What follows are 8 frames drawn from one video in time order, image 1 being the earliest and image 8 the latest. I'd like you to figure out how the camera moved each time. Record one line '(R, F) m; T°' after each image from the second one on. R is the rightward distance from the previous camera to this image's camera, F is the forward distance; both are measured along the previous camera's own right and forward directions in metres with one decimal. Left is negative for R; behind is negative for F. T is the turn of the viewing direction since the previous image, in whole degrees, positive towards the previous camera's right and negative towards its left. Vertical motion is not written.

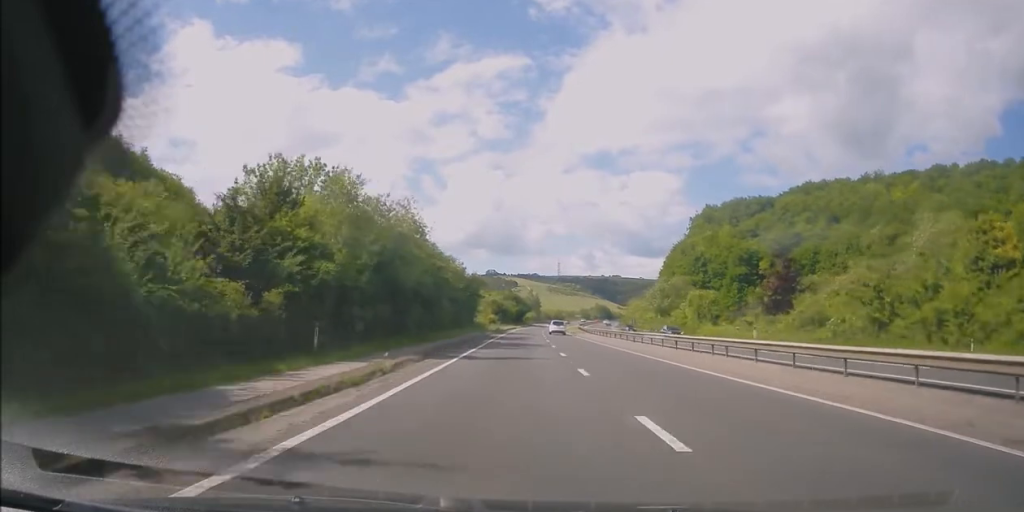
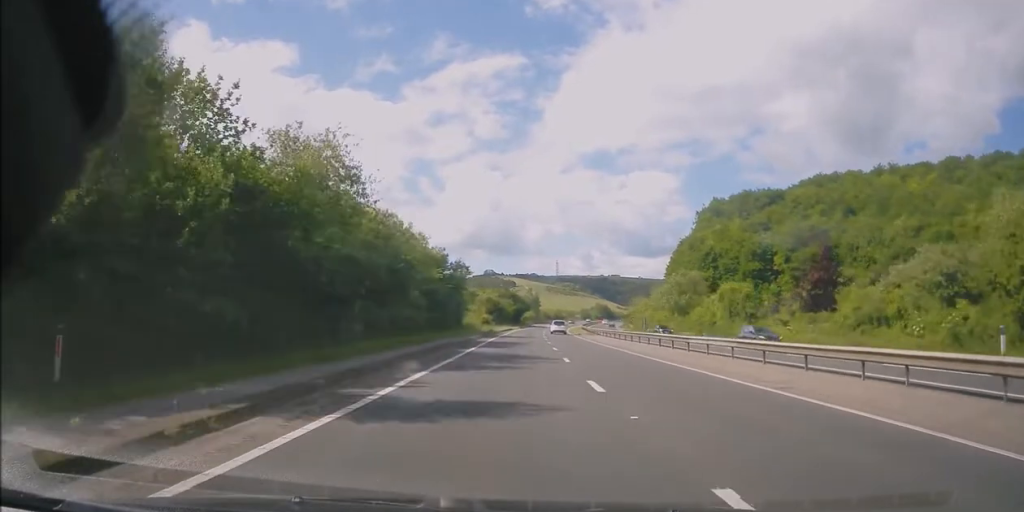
(+0.2, +12.6) m; 0°
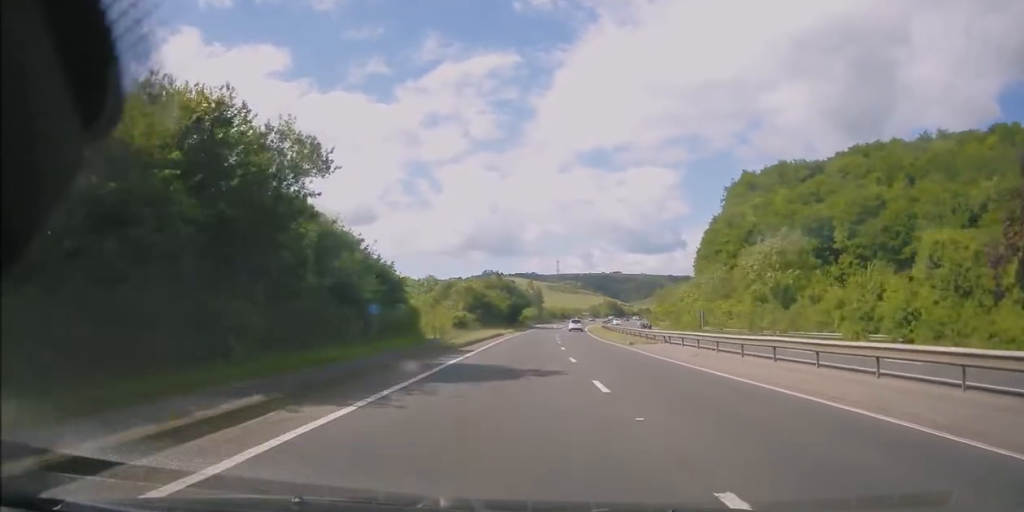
(-0.6, +35.8) m; -1°
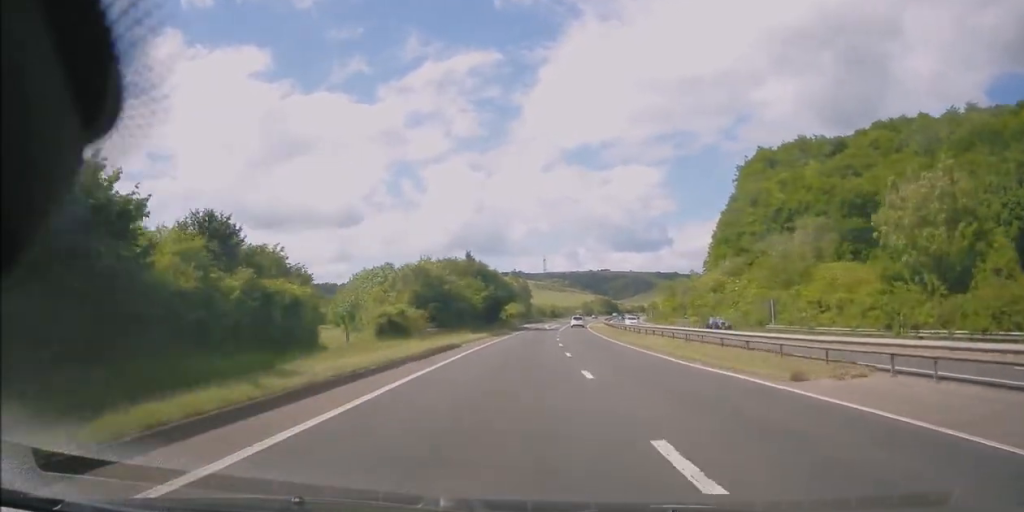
(+0.2, +25.0) m; +1°
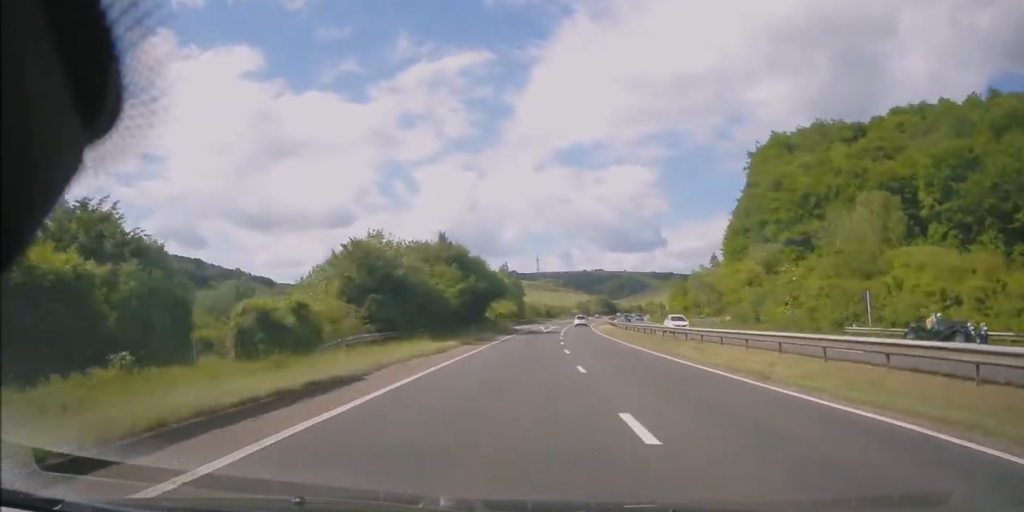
(+0.1, +15.8) m; +1°
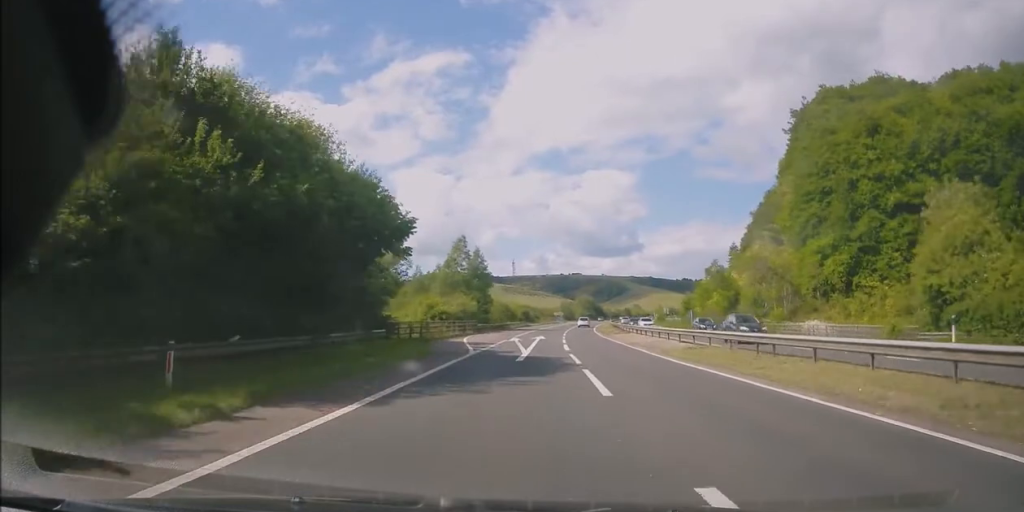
(+0.9, +40.0) m; +3°
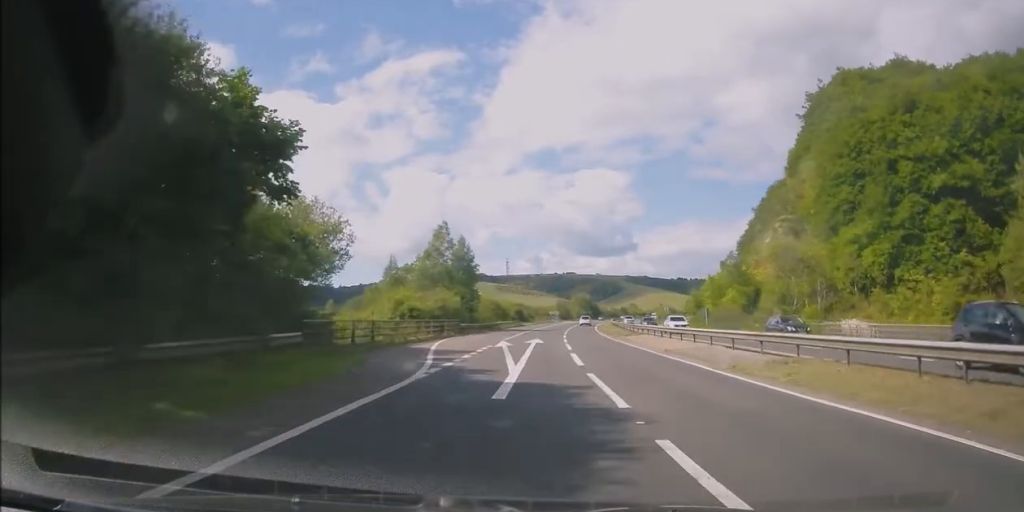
(0.0, +10.0) m; +1°
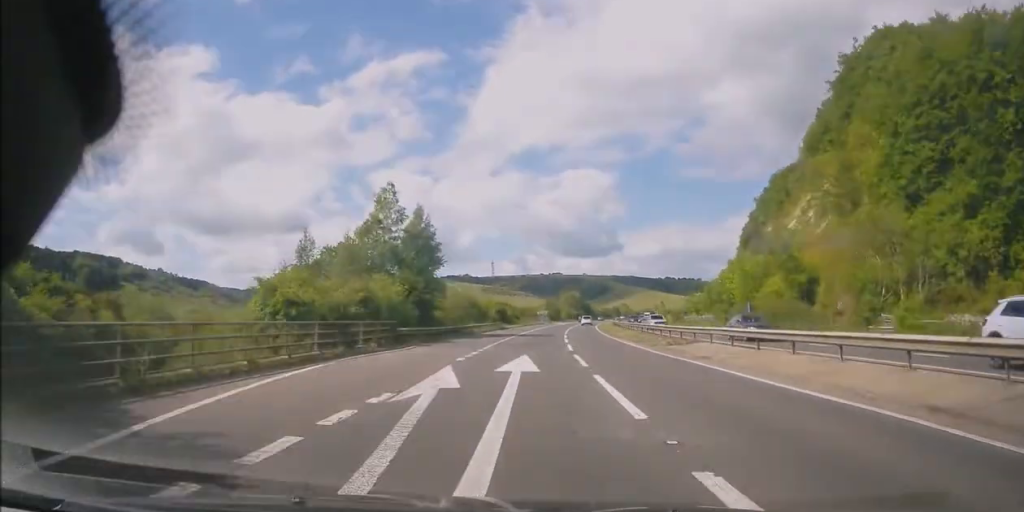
(+0.2, +19.2) m; +1°
